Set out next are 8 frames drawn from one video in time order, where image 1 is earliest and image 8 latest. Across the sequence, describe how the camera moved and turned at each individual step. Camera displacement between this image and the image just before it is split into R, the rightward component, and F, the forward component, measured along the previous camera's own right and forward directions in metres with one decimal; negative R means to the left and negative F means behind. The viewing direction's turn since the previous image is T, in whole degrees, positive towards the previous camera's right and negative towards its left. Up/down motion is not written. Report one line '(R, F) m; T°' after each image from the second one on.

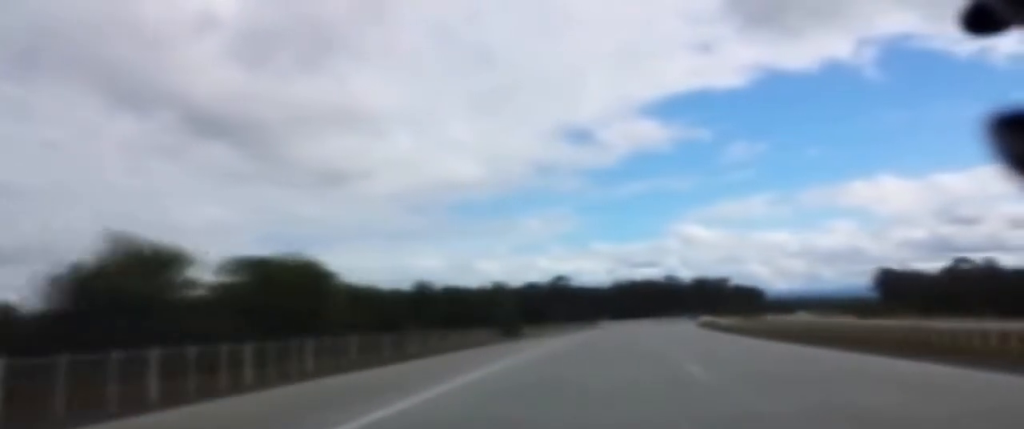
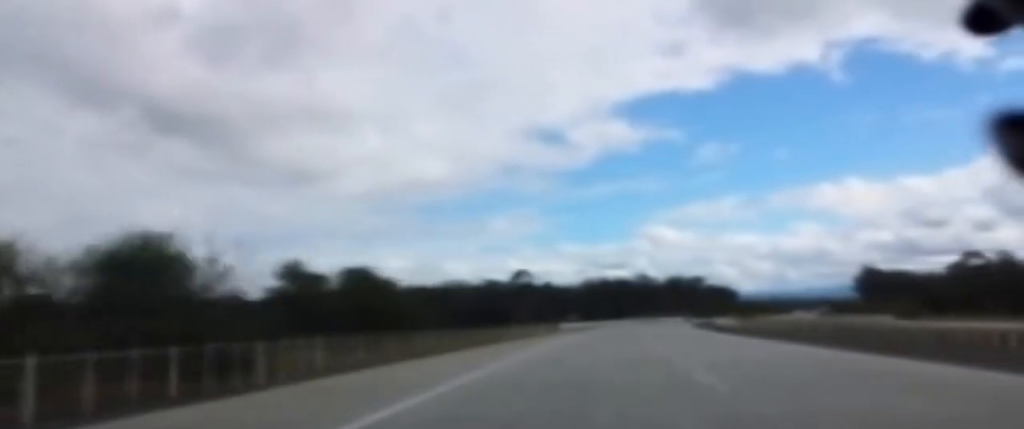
(+0.2, +32.8) m; +1°
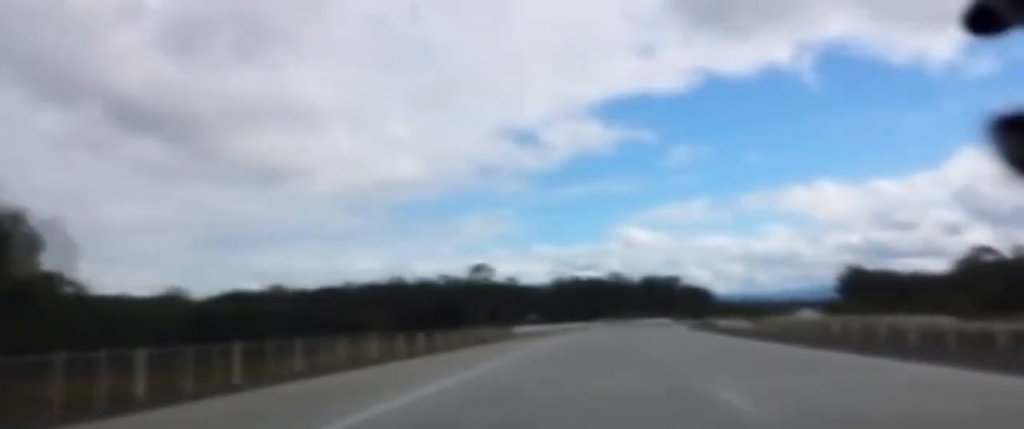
(+0.1, +27.6) m; +1°
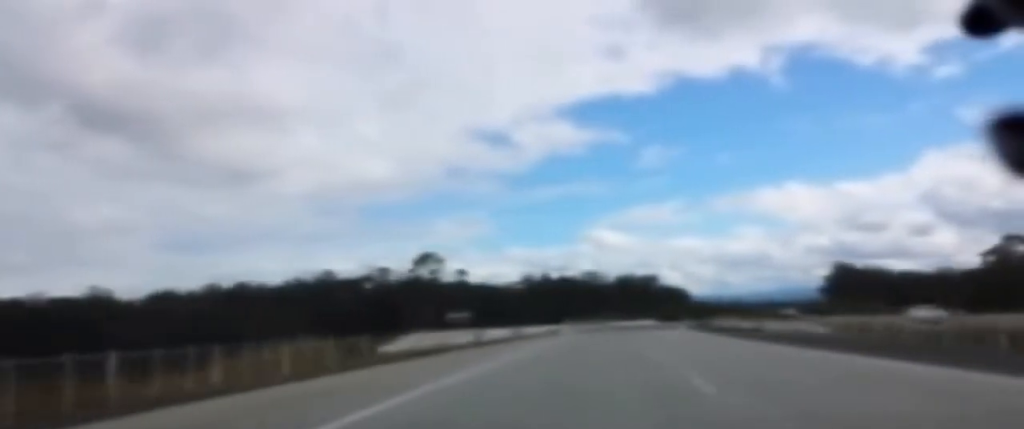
(+0.5, +33.6) m; +3°
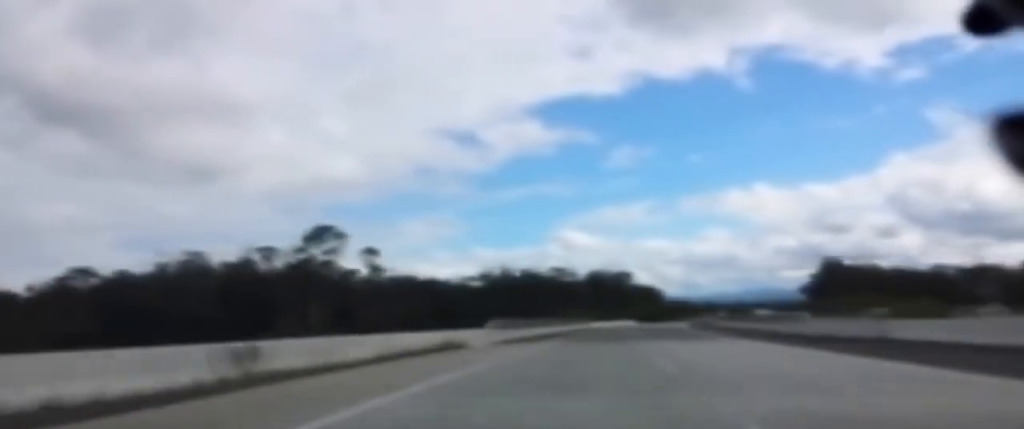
(+1.3, +42.7) m; +2°
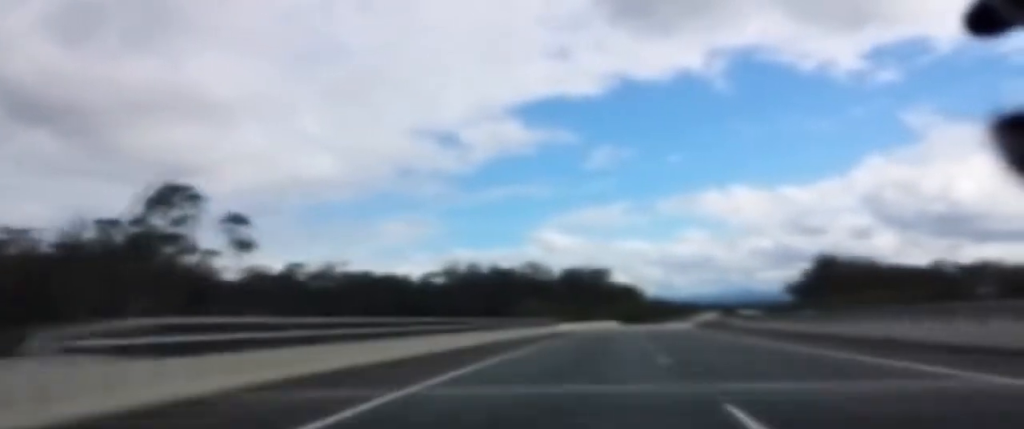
(+0.2, +33.6) m; +1°
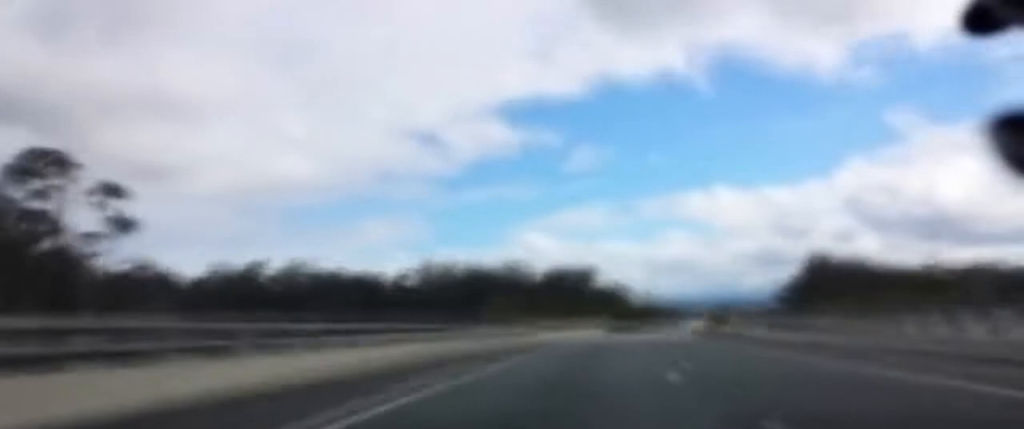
(+0.2, +15.3) m; +1°
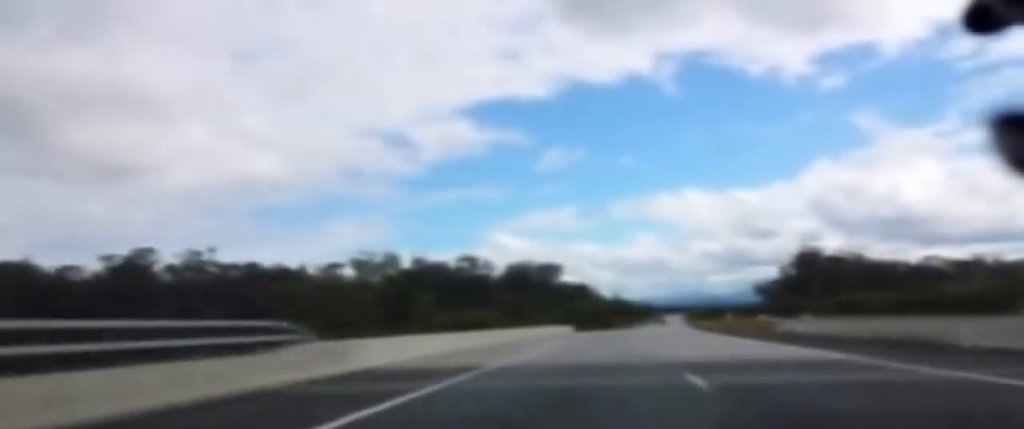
(+0.5, +39.6) m; +1°
